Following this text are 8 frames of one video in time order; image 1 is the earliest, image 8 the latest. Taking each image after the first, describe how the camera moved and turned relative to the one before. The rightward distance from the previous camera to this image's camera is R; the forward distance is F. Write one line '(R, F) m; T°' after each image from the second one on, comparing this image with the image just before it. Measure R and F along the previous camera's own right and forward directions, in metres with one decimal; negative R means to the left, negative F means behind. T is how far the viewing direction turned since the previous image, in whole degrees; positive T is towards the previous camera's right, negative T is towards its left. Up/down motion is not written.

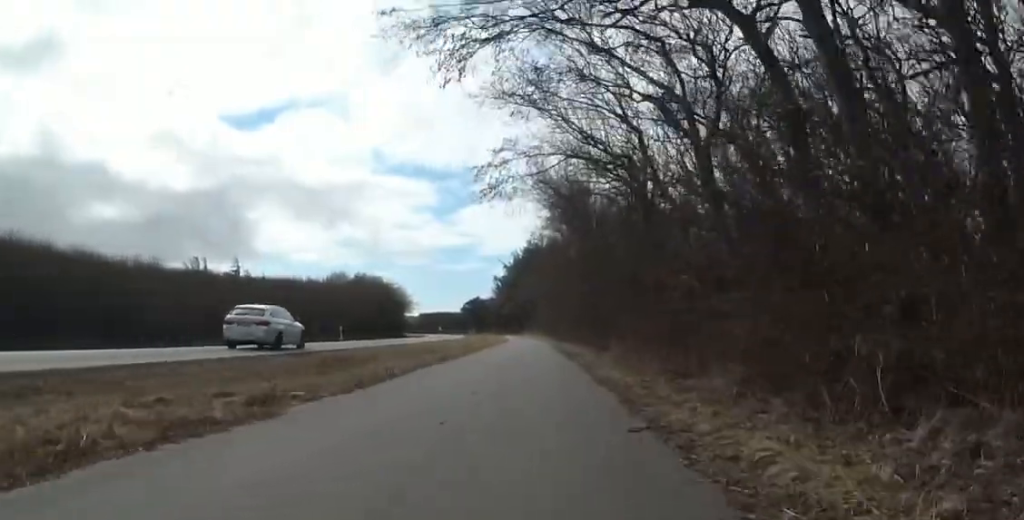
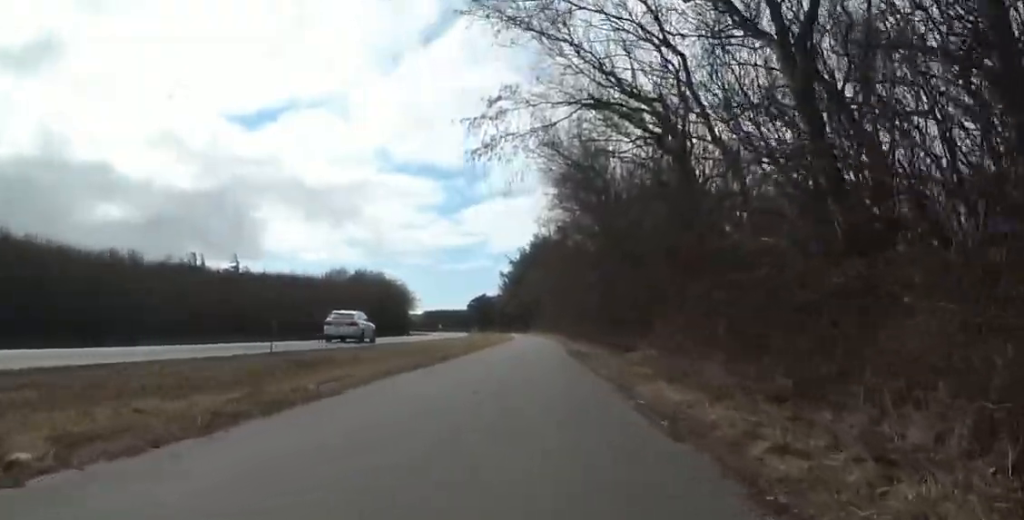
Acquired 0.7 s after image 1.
(-0.1, +4.0) m; +4°
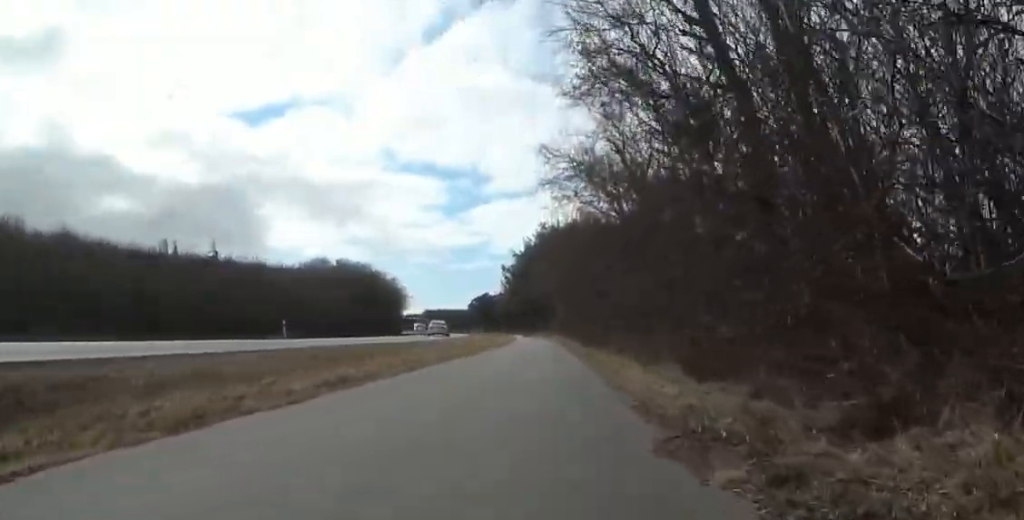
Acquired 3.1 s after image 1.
(+0.2, +12.3) m; -5°
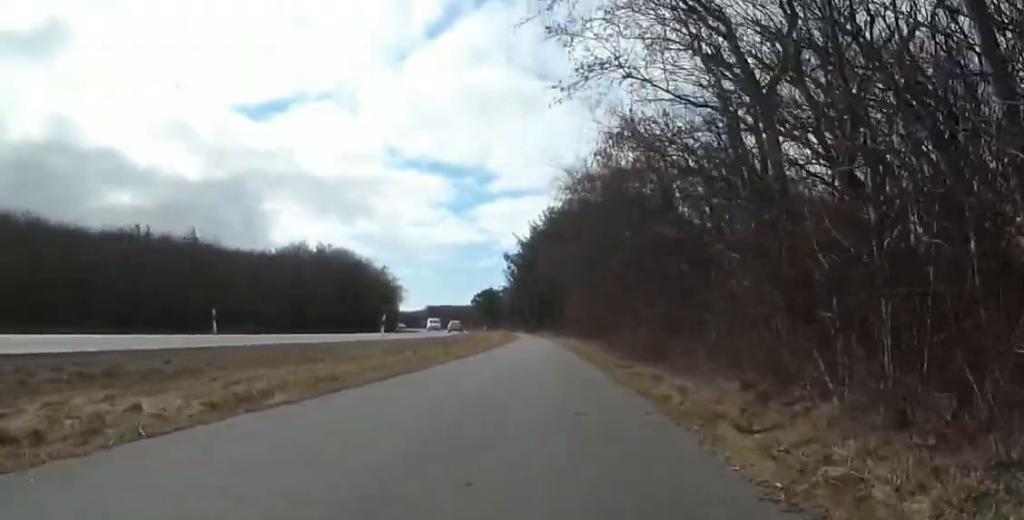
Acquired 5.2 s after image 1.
(+0.4, +11.5) m; +8°
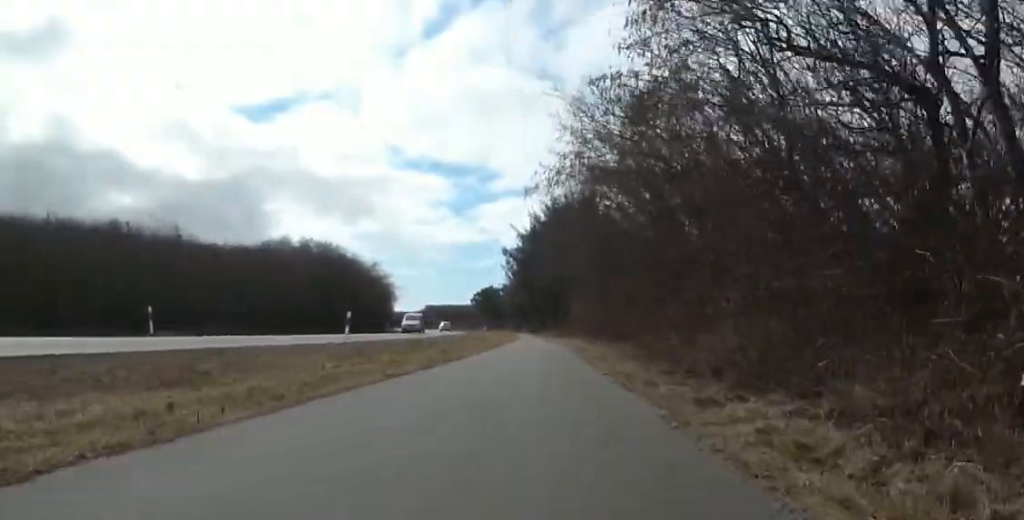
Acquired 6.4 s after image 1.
(+0.4, +6.4) m; +4°
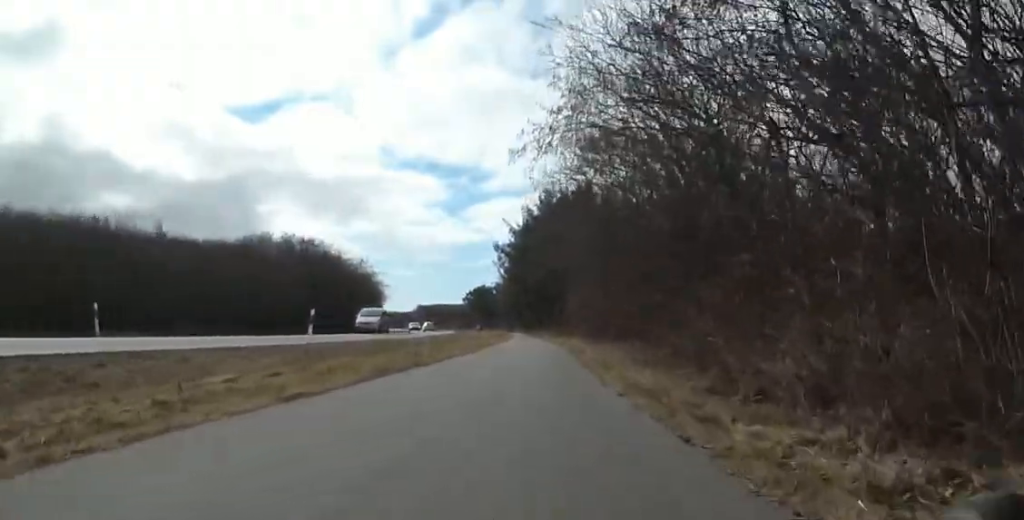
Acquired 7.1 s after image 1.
(+0.2, +3.5) m; 0°
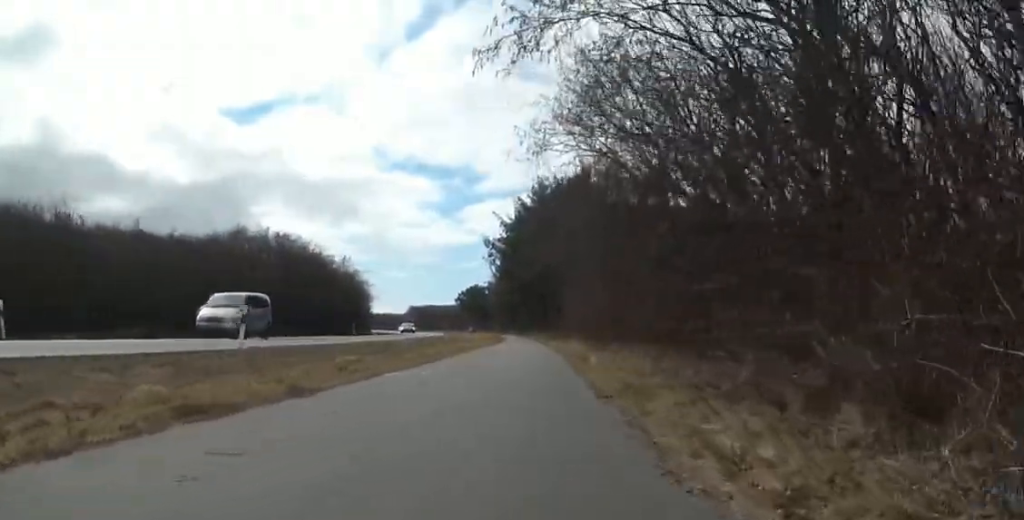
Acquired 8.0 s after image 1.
(-0.2, +5.2) m; -10°
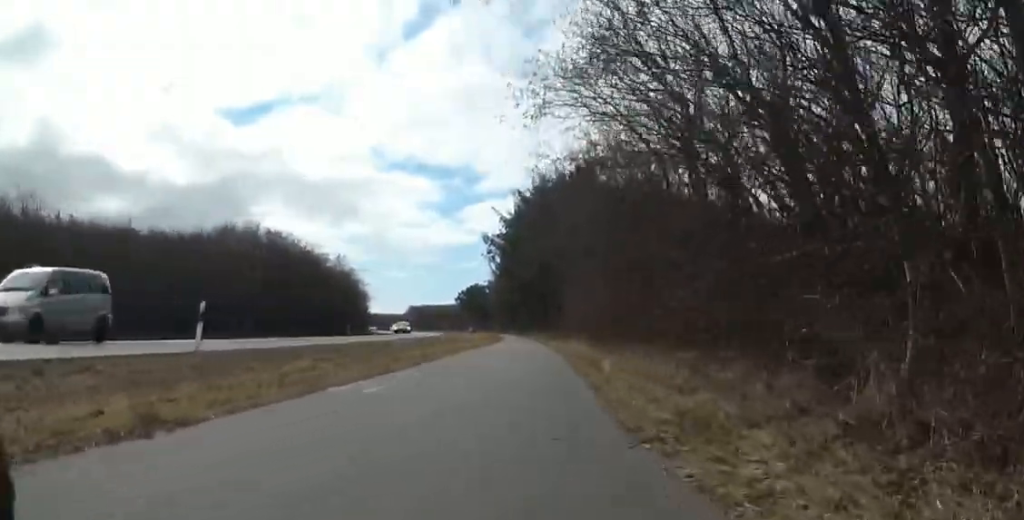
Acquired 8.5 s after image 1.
(0.0, +2.7) m; -5°
